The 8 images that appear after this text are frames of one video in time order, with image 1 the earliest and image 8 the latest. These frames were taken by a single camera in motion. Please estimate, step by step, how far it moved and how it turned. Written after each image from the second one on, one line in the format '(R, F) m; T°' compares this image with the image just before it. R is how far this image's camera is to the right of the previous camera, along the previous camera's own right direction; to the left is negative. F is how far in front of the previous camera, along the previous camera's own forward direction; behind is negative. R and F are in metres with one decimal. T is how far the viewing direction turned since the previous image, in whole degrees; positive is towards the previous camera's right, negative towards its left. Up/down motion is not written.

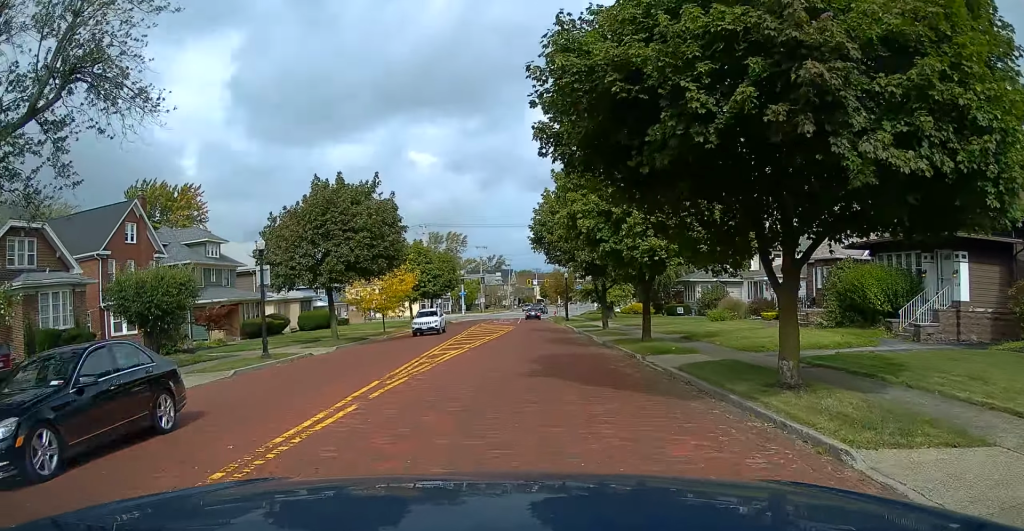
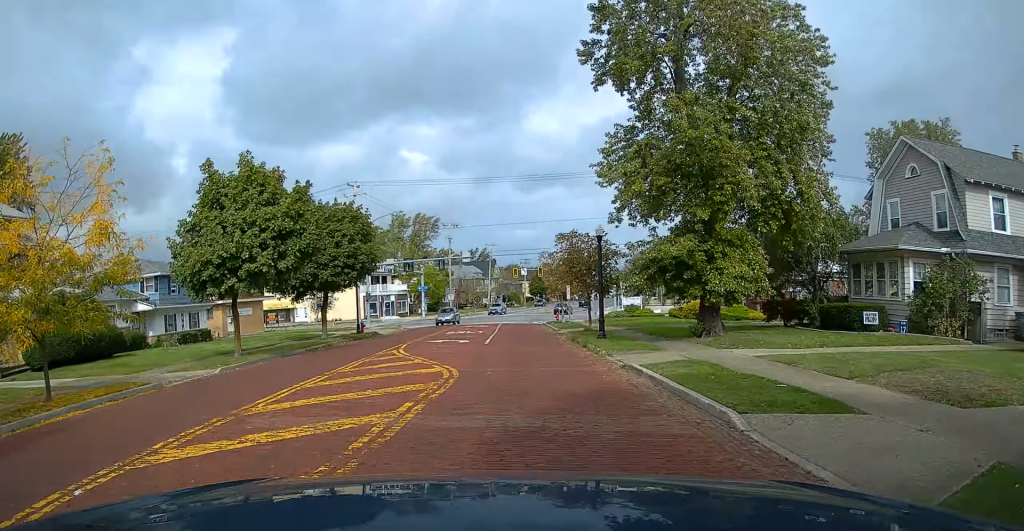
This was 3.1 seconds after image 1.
(-0.1, +35.7) m; 0°
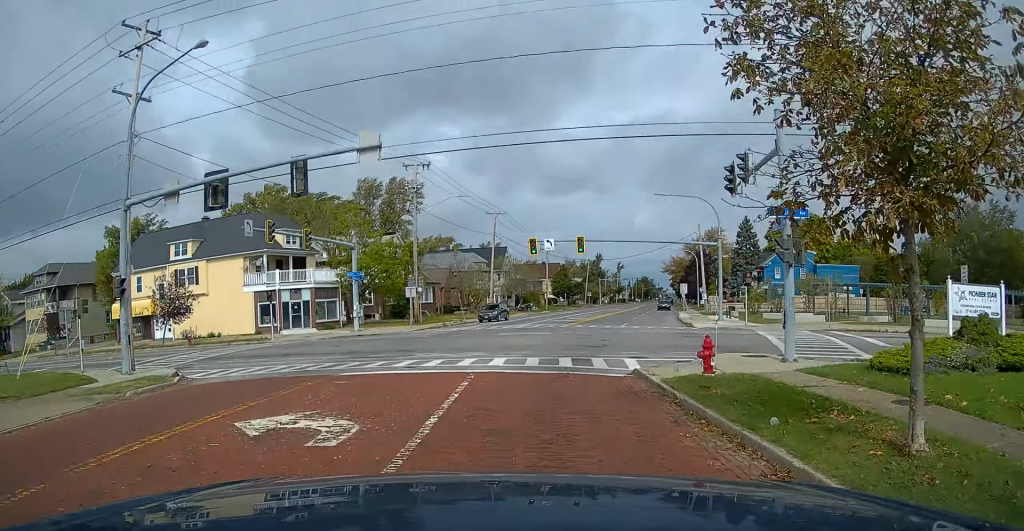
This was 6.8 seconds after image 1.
(+0.1, +43.6) m; +3°
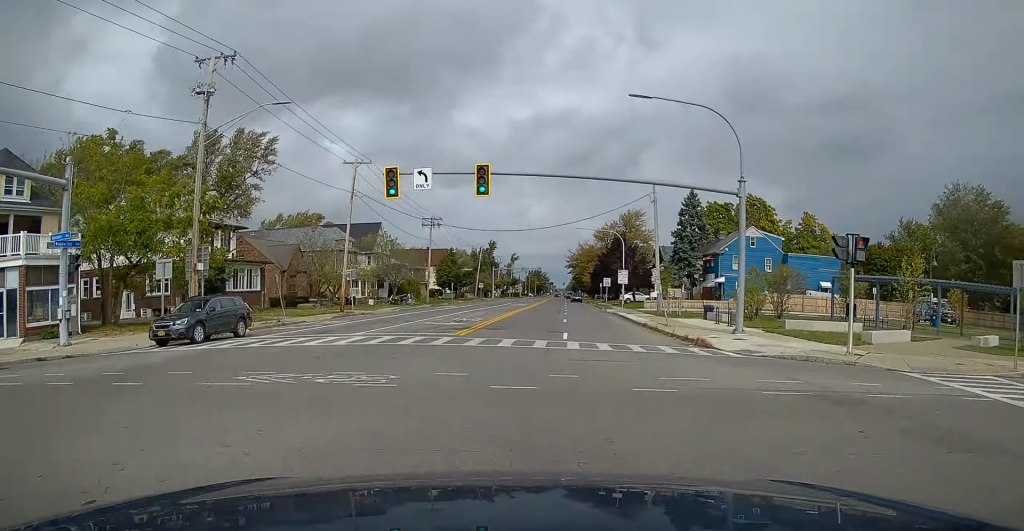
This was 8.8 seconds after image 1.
(+1.1, +24.8) m; +5°
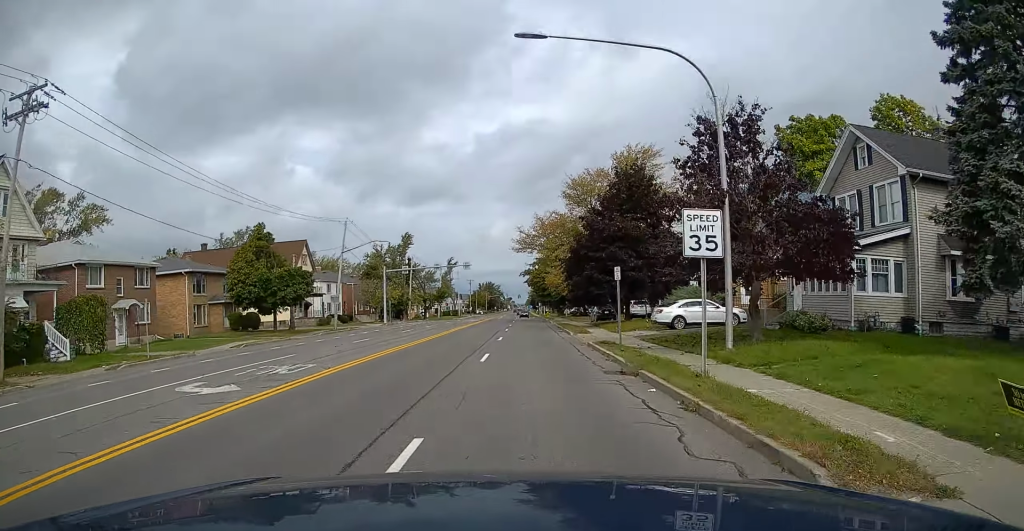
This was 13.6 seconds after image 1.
(+4.4, +64.9) m; +4°
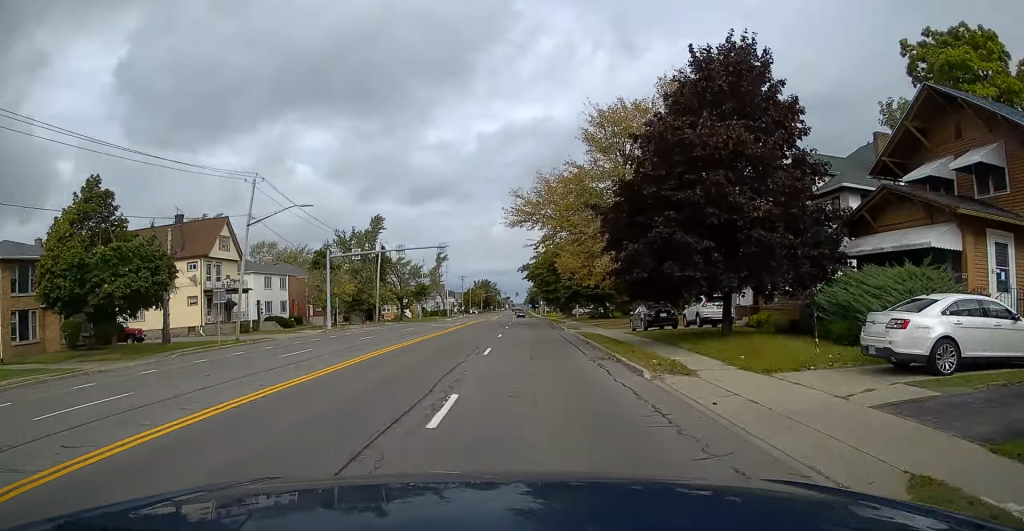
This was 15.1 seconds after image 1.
(-0.4, +21.4) m; 0°
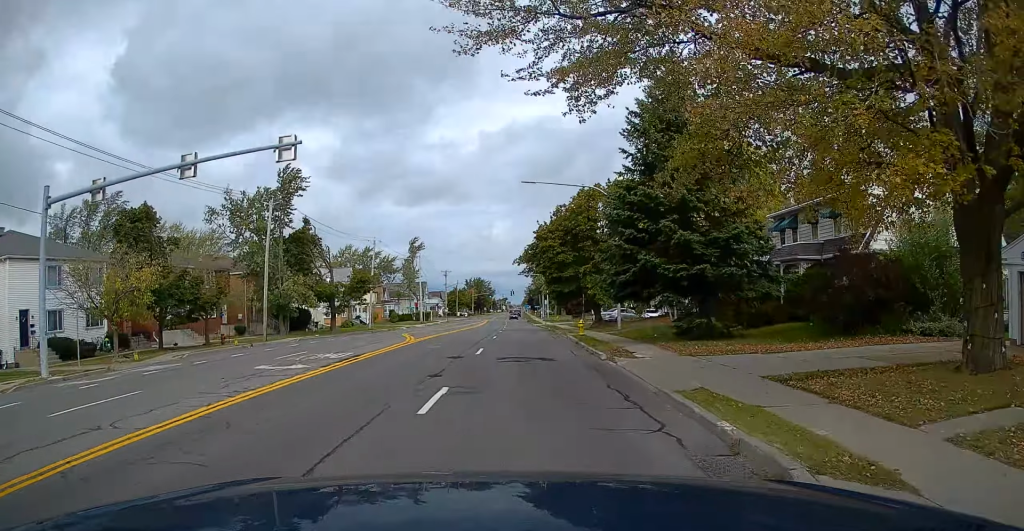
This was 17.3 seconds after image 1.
(0.0, +35.1) m; 0°
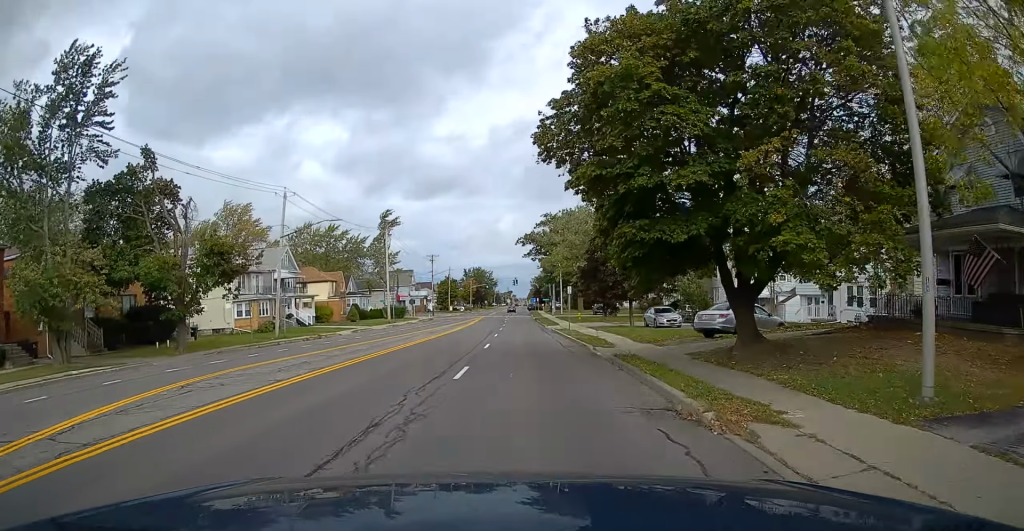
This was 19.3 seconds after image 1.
(+0.1, +31.4) m; 0°
